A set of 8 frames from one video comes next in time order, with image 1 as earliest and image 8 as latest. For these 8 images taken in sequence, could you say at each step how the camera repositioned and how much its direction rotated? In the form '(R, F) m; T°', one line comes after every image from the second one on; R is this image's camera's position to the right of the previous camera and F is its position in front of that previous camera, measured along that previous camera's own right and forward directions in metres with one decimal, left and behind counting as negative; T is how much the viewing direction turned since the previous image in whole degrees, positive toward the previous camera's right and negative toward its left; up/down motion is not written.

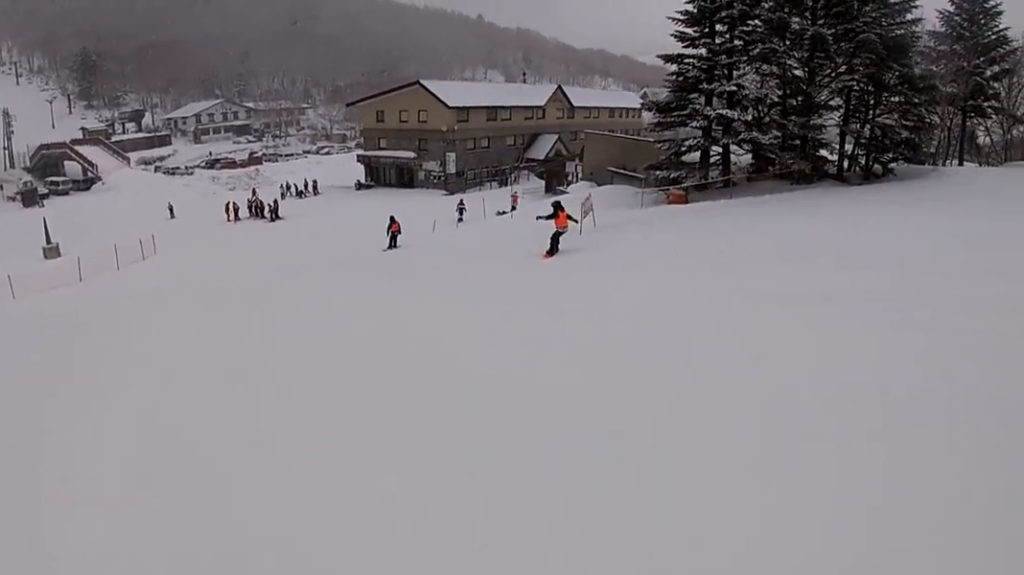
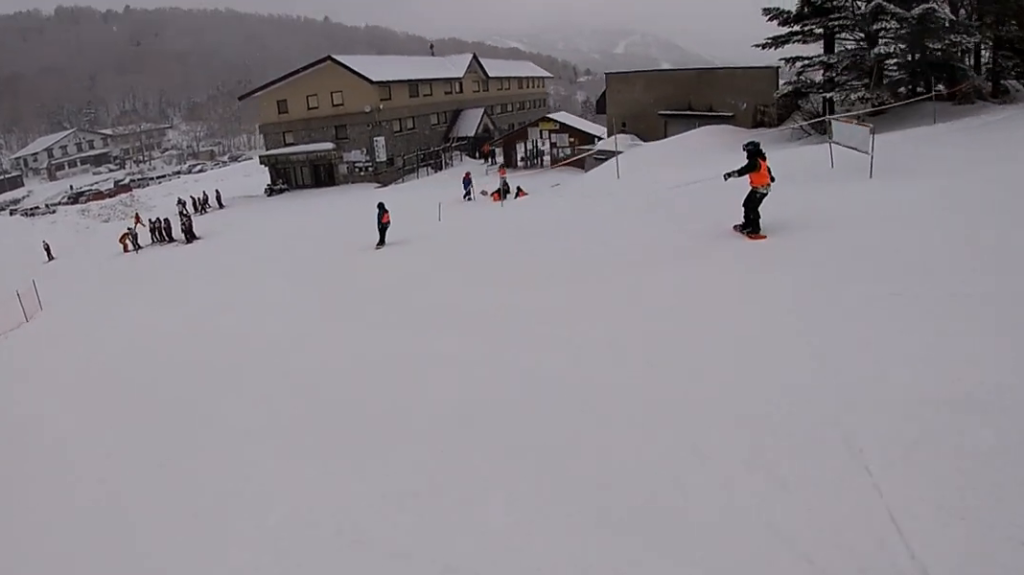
(+2.4, +12.3) m; +24°
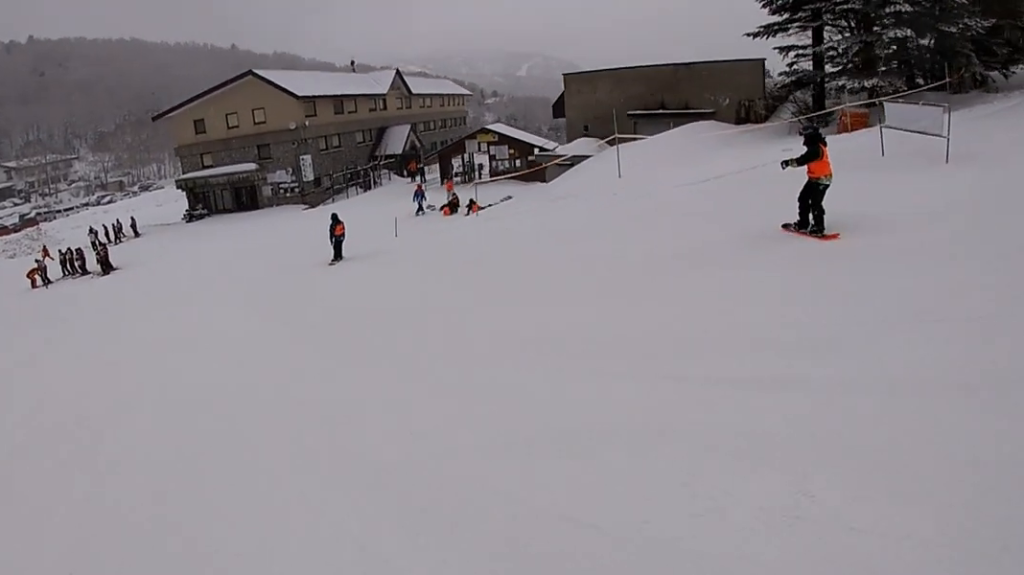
(+0.3, +3.5) m; +5°
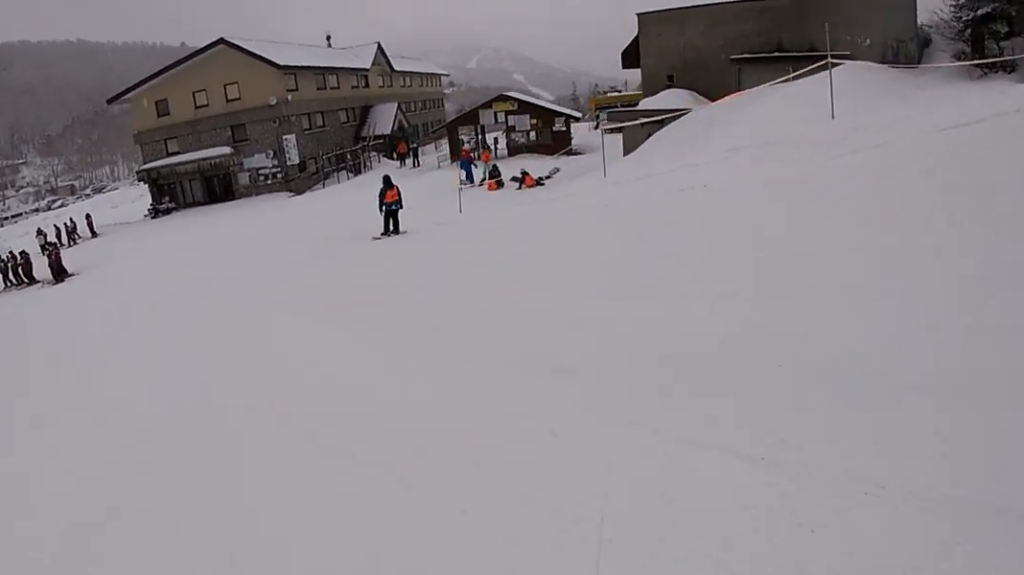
(+0.4, +6.8) m; +10°
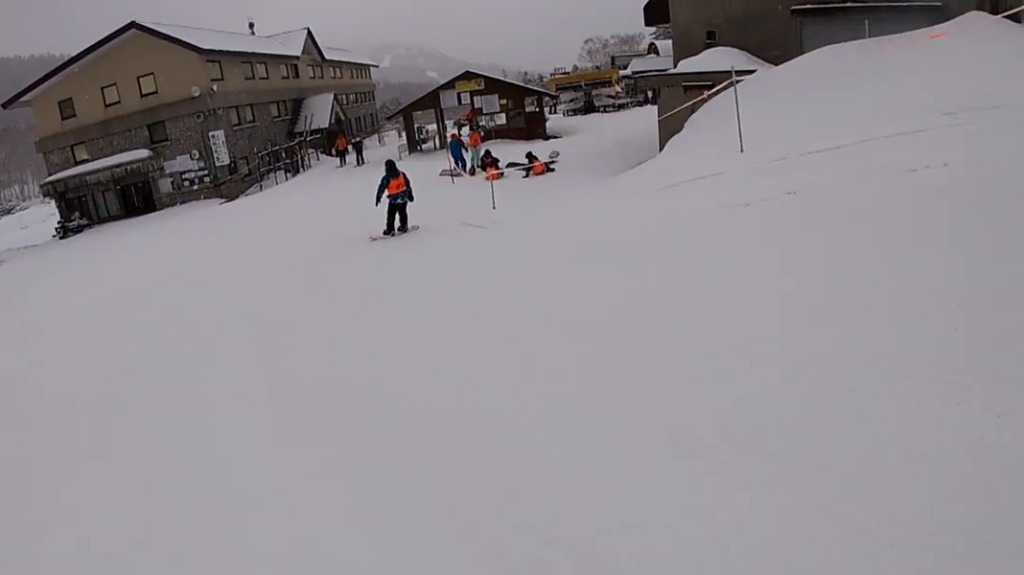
(+0.6, +5.6) m; +12°
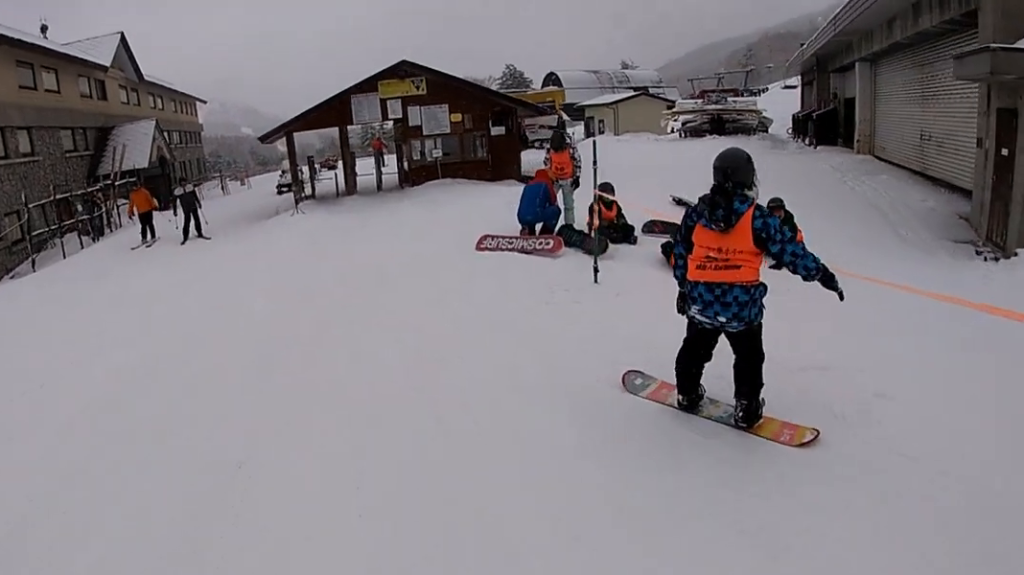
(+3.5, +13.3) m; +24°
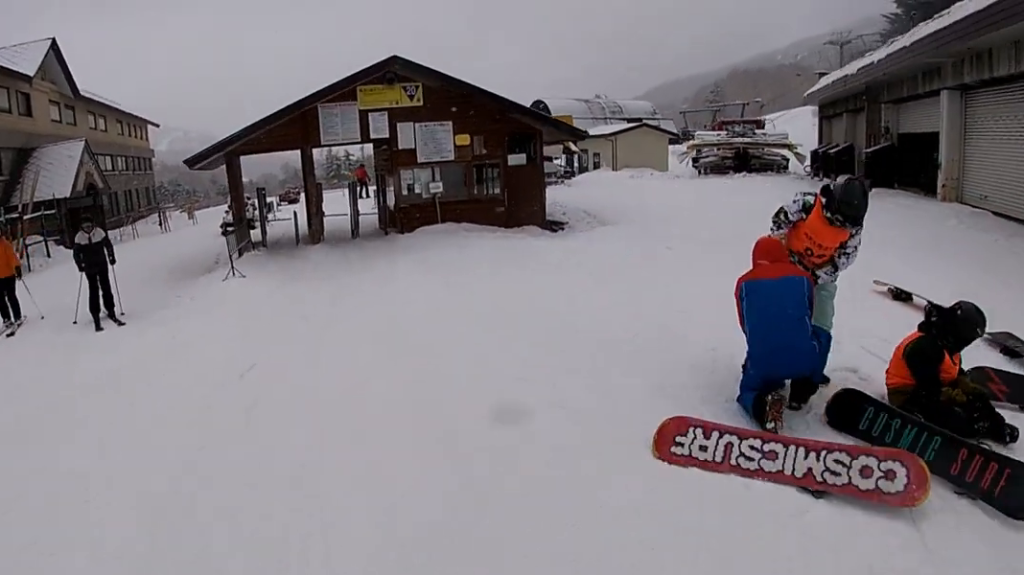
(+0.3, +4.6) m; -1°
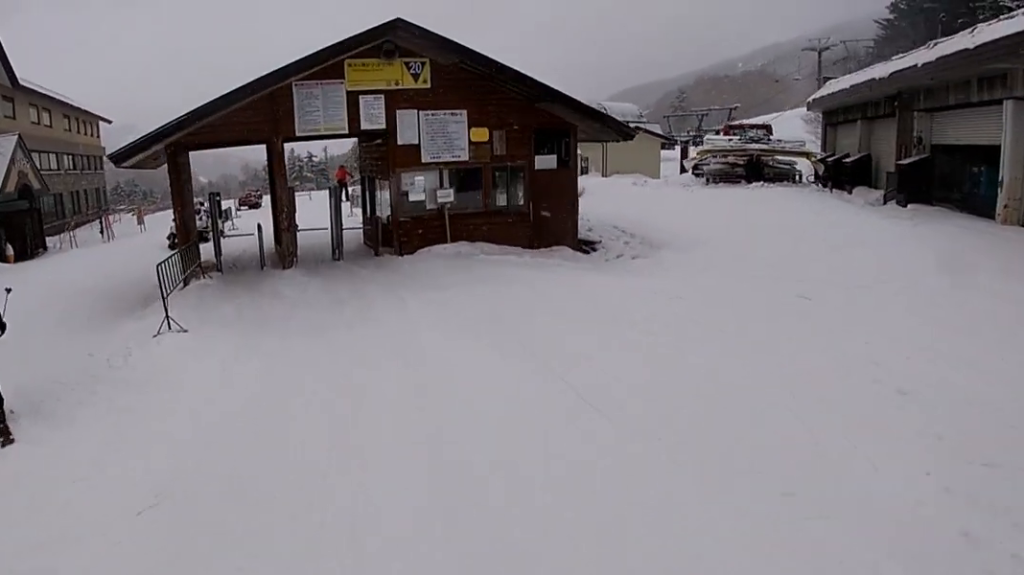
(+0.1, +2.6) m; -3°
